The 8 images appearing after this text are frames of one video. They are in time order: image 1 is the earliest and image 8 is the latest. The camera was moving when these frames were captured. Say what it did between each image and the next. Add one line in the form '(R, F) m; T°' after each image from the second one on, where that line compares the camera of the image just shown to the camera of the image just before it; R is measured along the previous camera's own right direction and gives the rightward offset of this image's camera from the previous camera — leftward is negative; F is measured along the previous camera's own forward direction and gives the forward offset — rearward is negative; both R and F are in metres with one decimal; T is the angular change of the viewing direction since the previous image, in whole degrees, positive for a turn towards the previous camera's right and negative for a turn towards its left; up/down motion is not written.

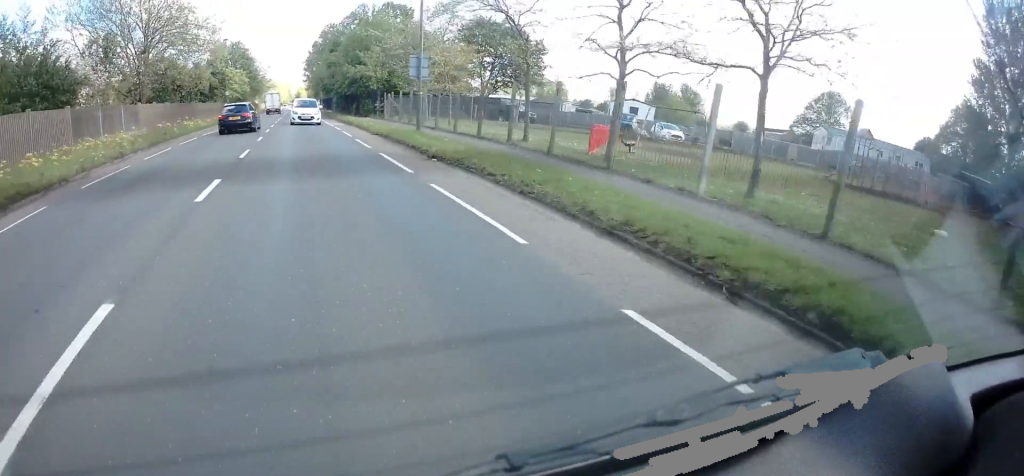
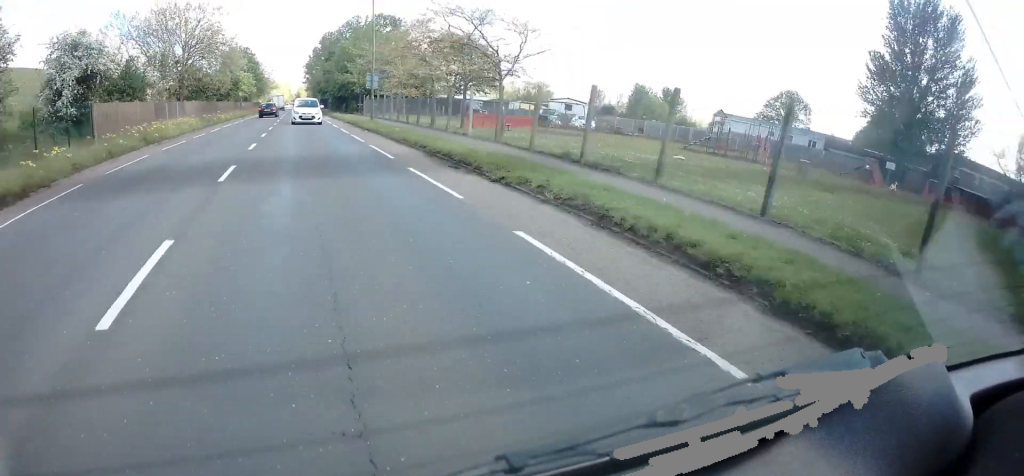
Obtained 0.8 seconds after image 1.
(-0.4, +13.4) m; 0°
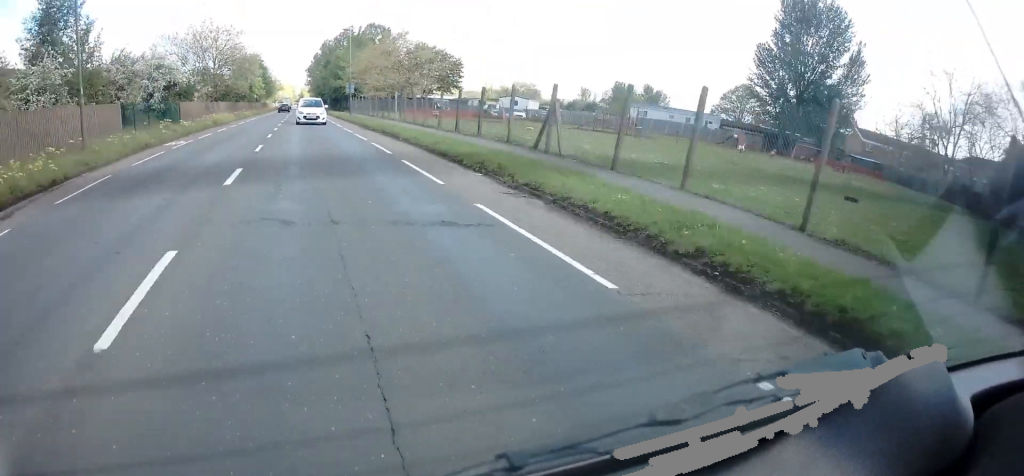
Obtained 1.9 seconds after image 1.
(+0.4, +17.5) m; +1°
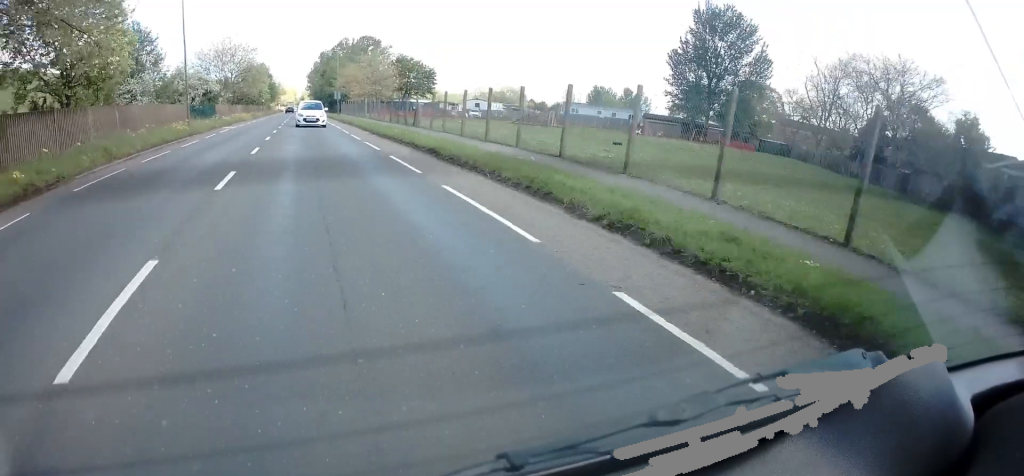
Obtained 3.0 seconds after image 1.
(-0.3, +17.5) m; -1°
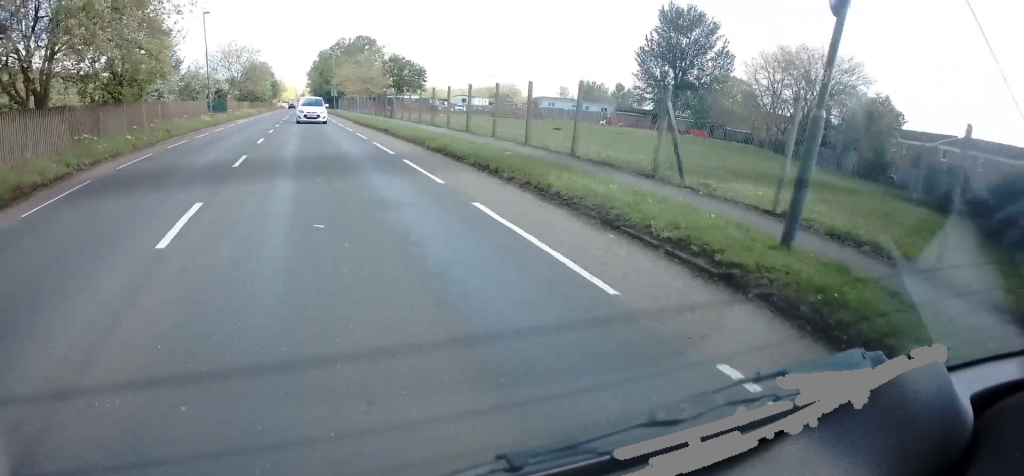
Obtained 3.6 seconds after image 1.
(+0.1, +8.6) m; 0°
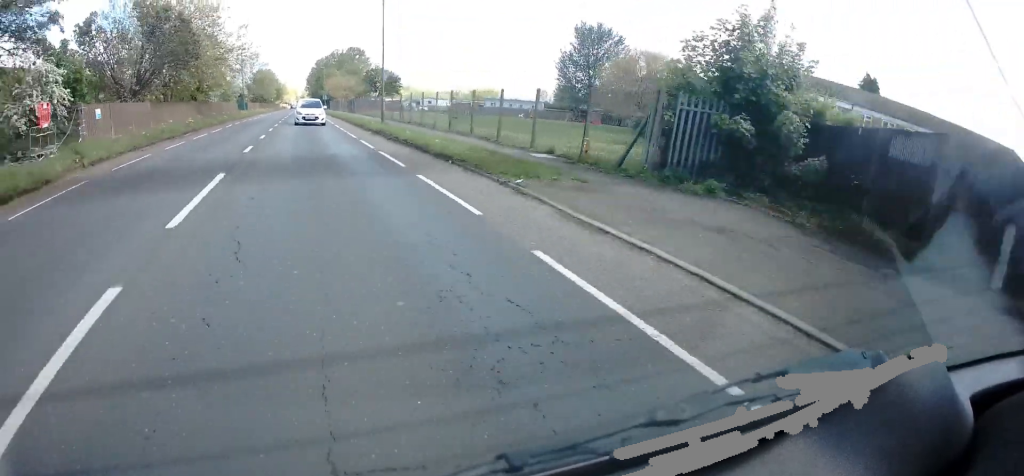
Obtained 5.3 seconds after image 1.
(0.0, +27.3) m; 0°
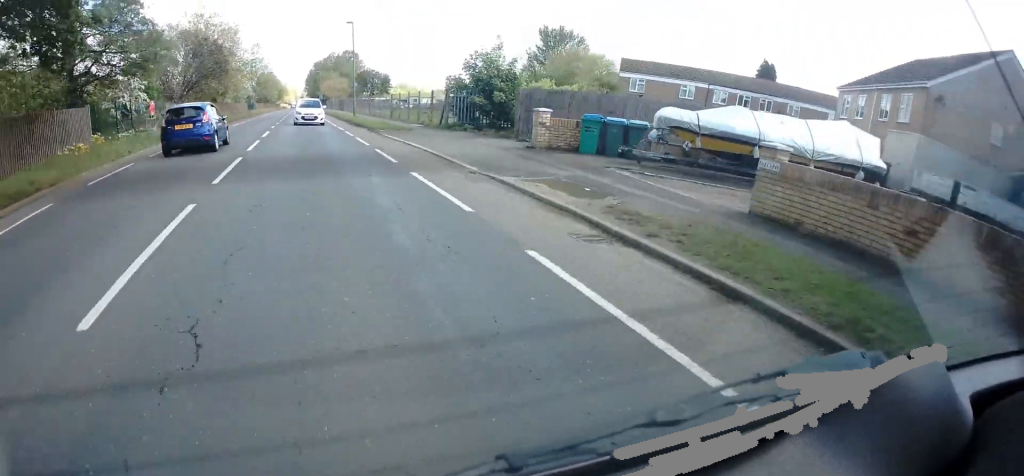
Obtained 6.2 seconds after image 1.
(+0.1, +15.5) m; 0°
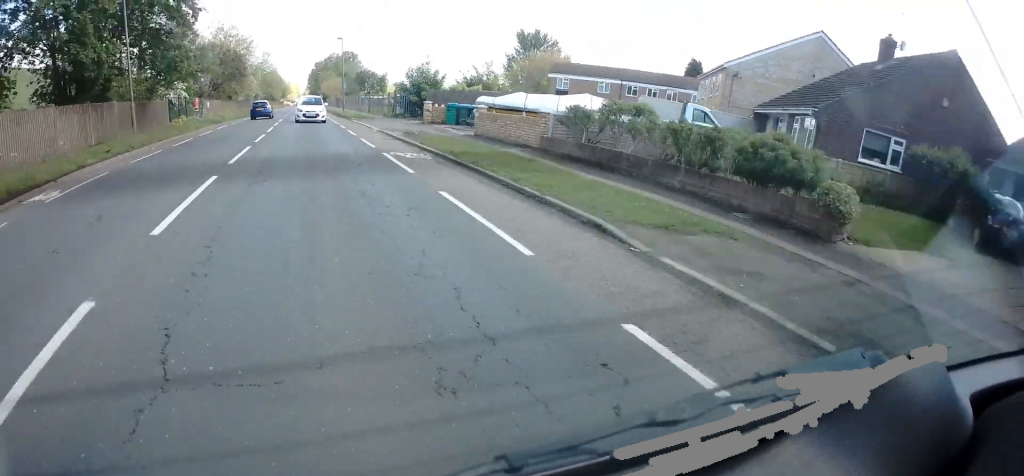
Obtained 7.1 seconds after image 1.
(0.0, +14.4) m; -2°
